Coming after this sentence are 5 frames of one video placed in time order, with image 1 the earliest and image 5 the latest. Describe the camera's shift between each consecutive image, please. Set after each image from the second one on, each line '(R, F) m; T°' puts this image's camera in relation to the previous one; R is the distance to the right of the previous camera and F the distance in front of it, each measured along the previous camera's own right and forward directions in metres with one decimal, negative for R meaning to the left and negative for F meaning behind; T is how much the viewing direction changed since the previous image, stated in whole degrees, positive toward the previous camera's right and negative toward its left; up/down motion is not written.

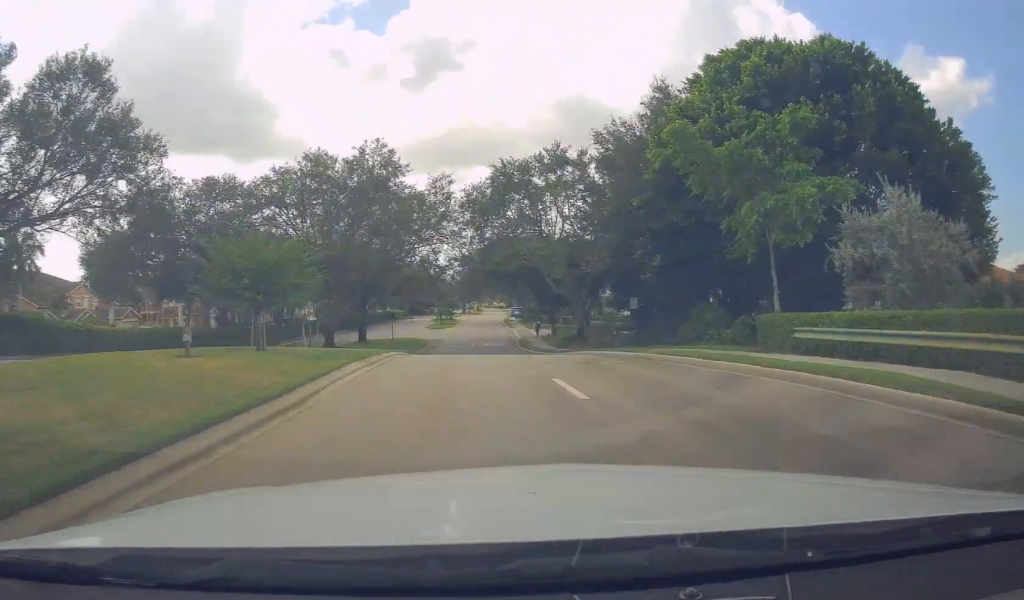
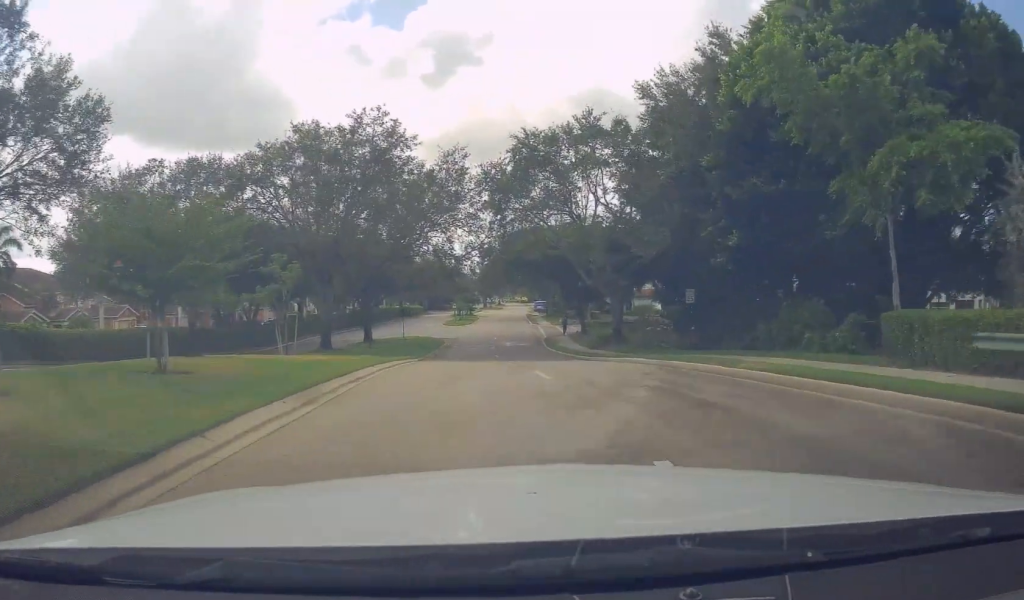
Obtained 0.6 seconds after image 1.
(-0.2, +6.2) m; -2°
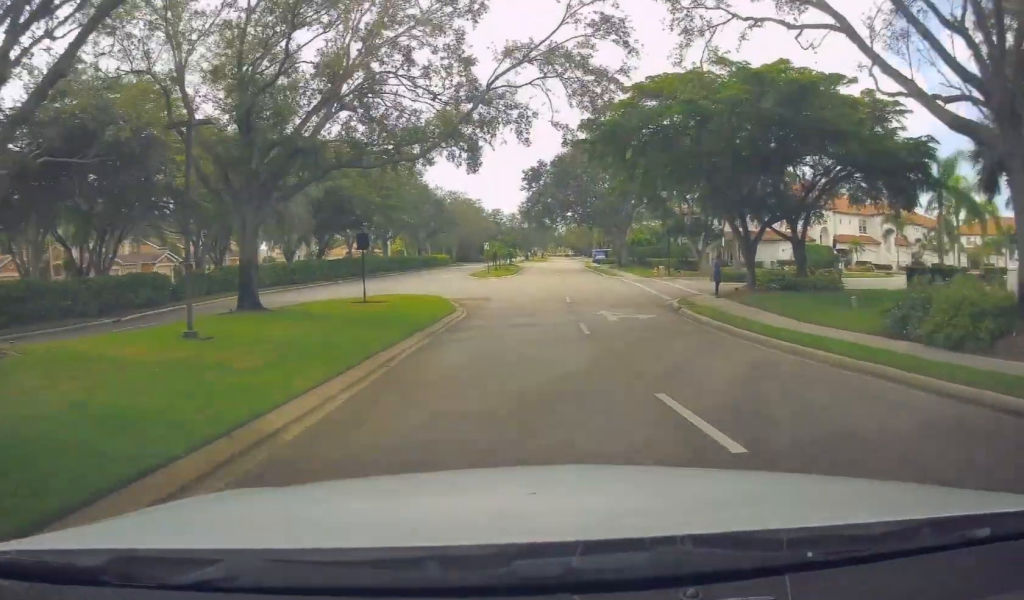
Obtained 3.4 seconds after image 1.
(-0.1, +31.4) m; 0°
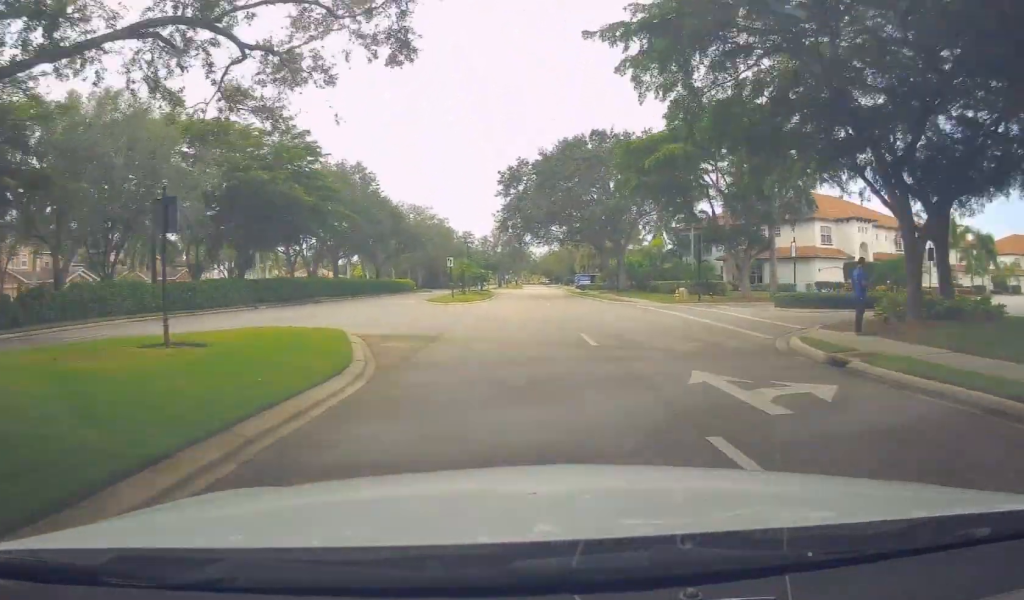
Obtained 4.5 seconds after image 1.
(0.0, +13.5) m; +2°
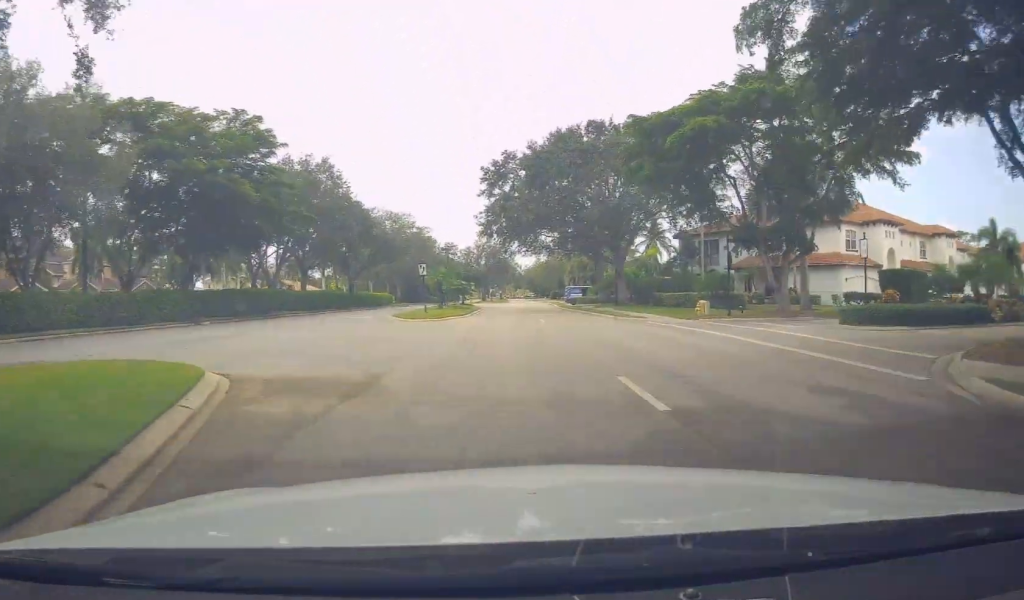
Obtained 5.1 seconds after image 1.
(+0.1, +7.3) m; +1°
